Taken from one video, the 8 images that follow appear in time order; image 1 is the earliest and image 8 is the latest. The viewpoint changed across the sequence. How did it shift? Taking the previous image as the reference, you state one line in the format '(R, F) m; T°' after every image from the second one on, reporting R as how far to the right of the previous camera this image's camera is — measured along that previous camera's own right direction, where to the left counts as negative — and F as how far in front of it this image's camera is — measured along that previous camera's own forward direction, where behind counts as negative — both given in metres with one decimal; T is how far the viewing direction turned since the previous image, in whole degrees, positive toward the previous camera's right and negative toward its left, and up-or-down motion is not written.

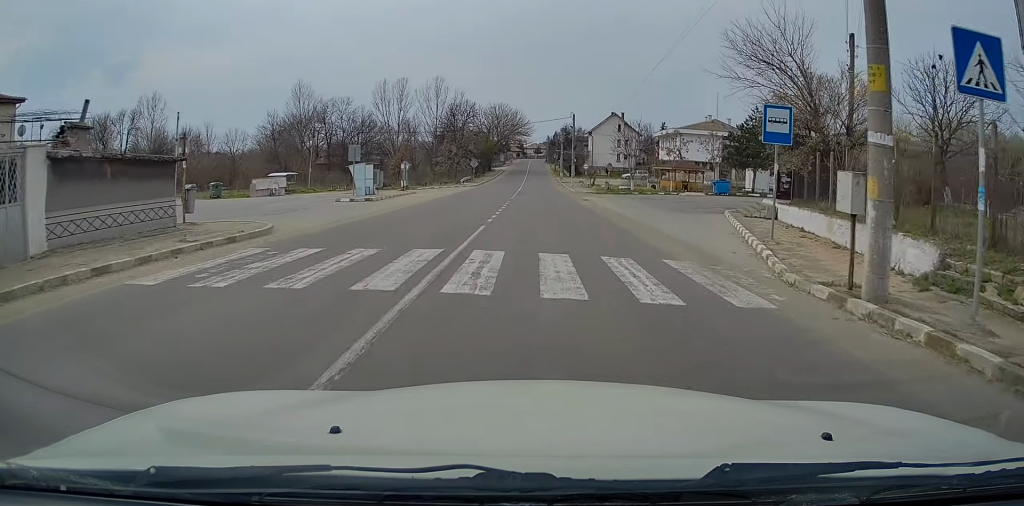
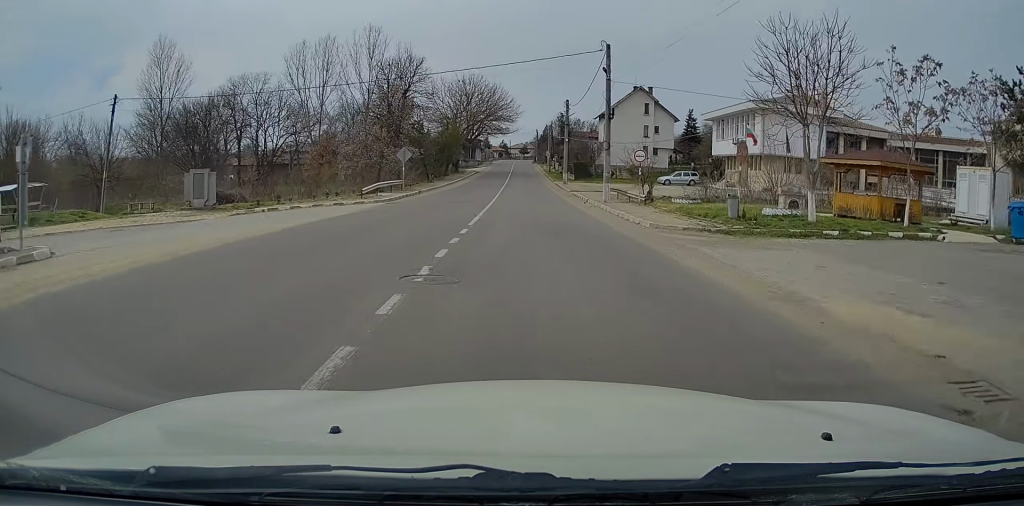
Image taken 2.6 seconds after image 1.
(+1.7, +36.9) m; +3°
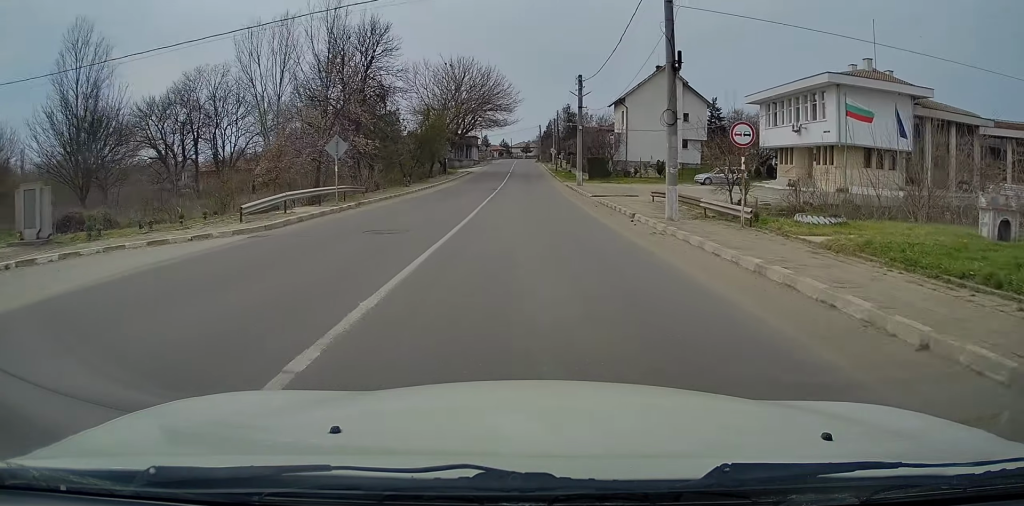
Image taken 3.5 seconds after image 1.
(-0.4, +14.2) m; -2°
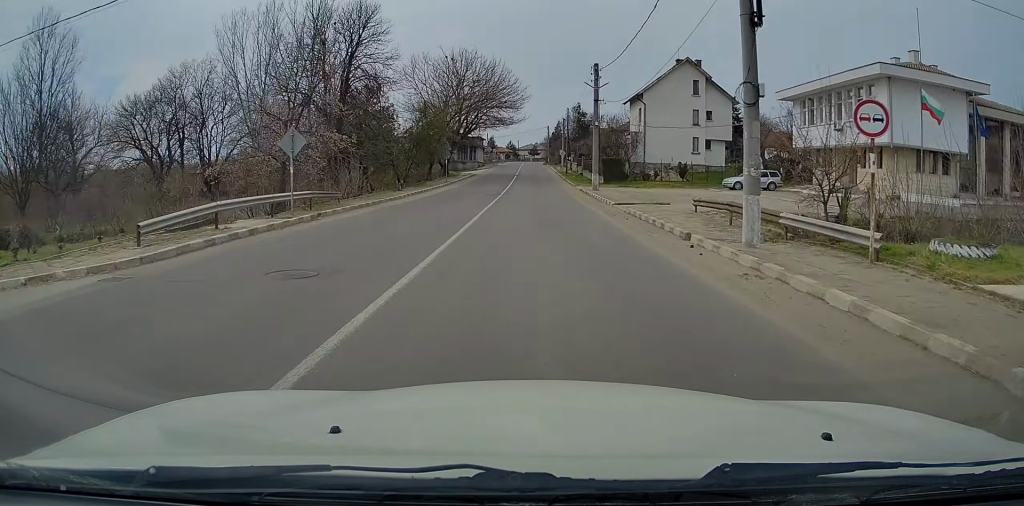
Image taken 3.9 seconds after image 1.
(0.0, +5.9) m; 0°
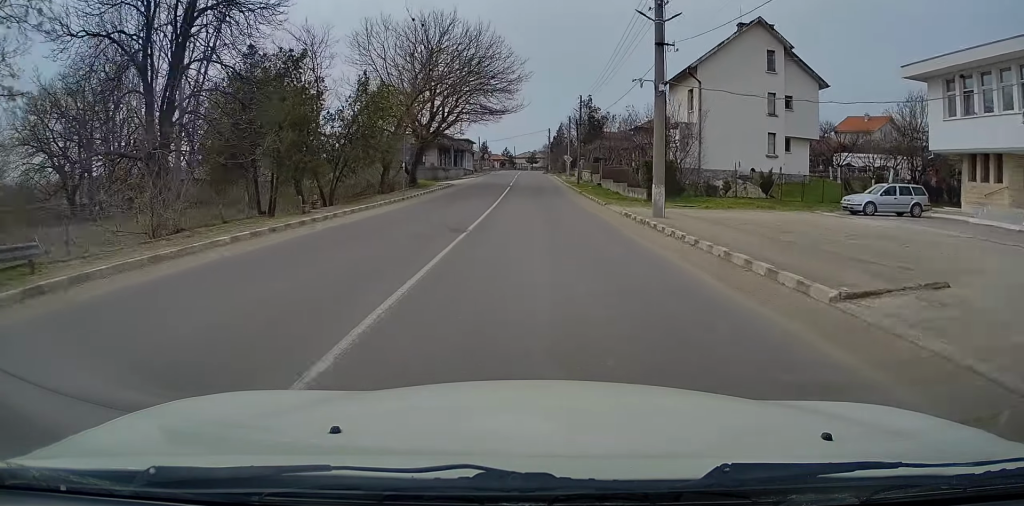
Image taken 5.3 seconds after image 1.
(+0.1, +19.1) m; +1°
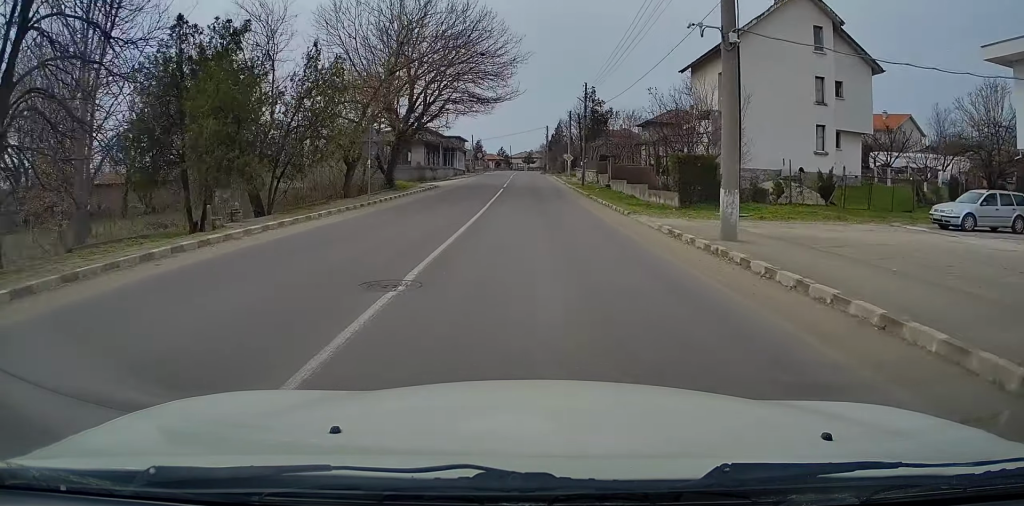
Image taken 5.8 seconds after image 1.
(0.0, +7.4) m; 0°
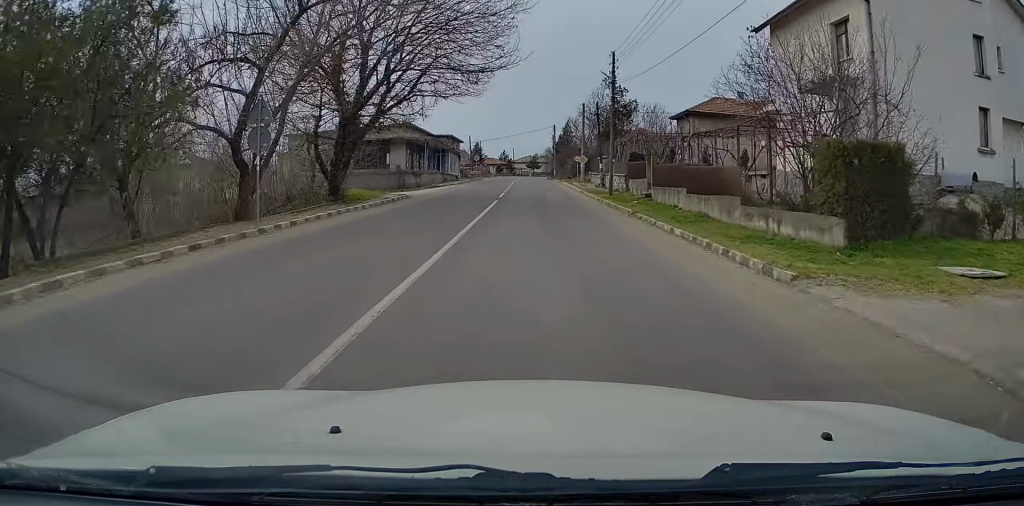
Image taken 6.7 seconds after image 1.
(0.0, +12.6) m; 0°
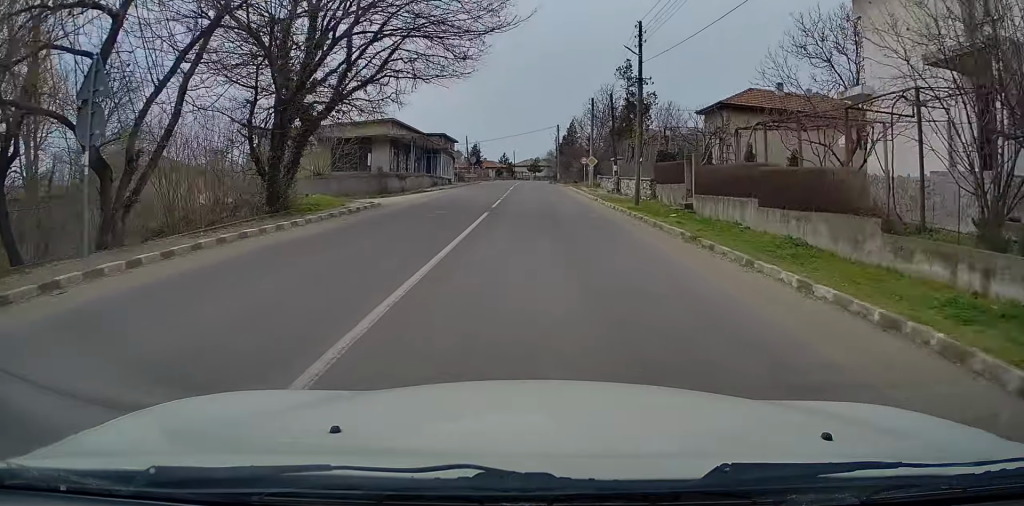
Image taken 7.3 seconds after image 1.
(0.0, +7.3) m; 0°
